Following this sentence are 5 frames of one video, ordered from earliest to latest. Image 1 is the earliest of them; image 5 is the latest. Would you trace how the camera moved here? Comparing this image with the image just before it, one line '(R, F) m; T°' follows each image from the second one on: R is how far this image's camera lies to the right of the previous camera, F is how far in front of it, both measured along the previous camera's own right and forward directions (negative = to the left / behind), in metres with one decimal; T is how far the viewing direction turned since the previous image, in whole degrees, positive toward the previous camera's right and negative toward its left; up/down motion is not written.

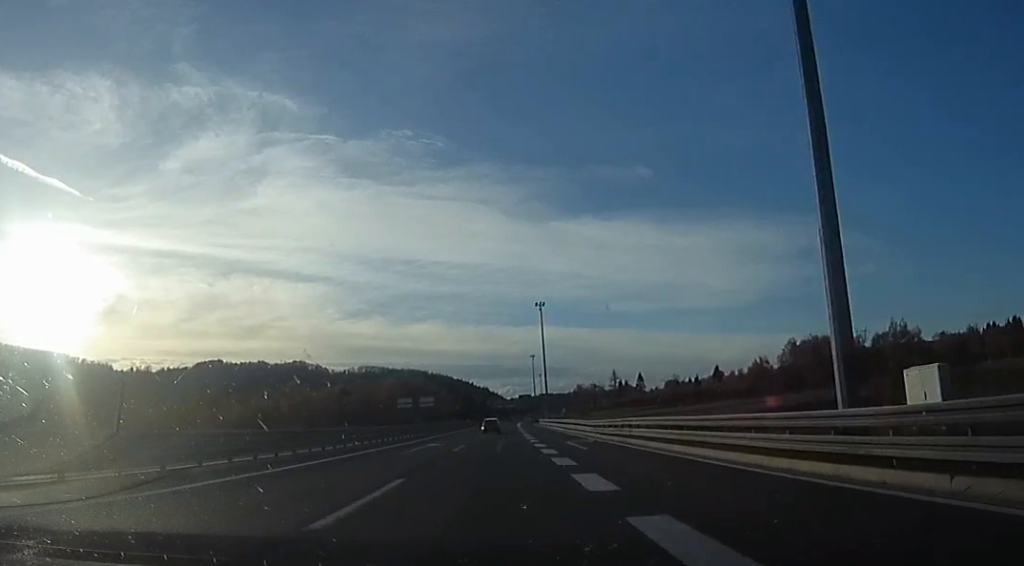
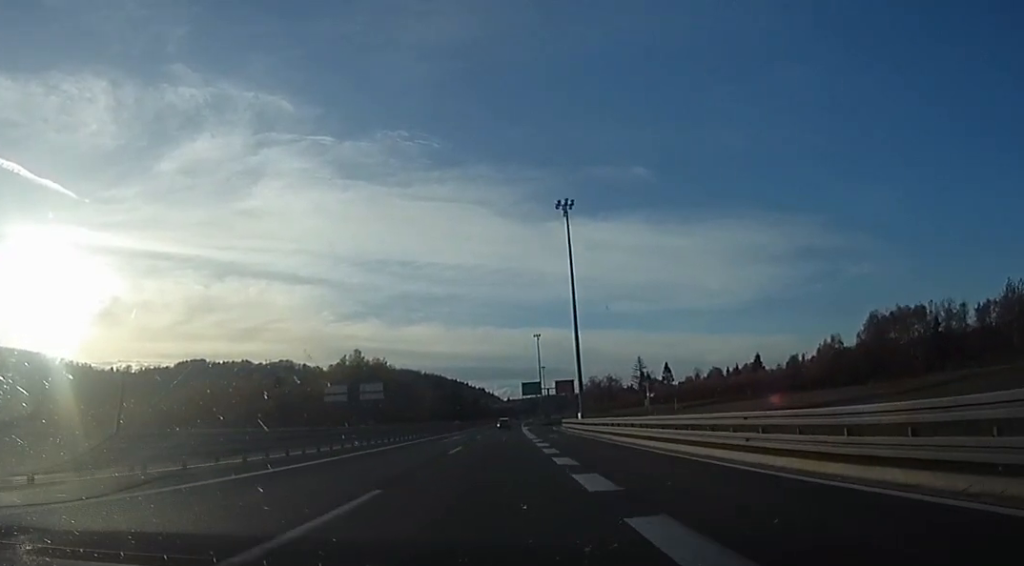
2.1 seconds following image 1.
(-1.2, +58.3) m; +2°
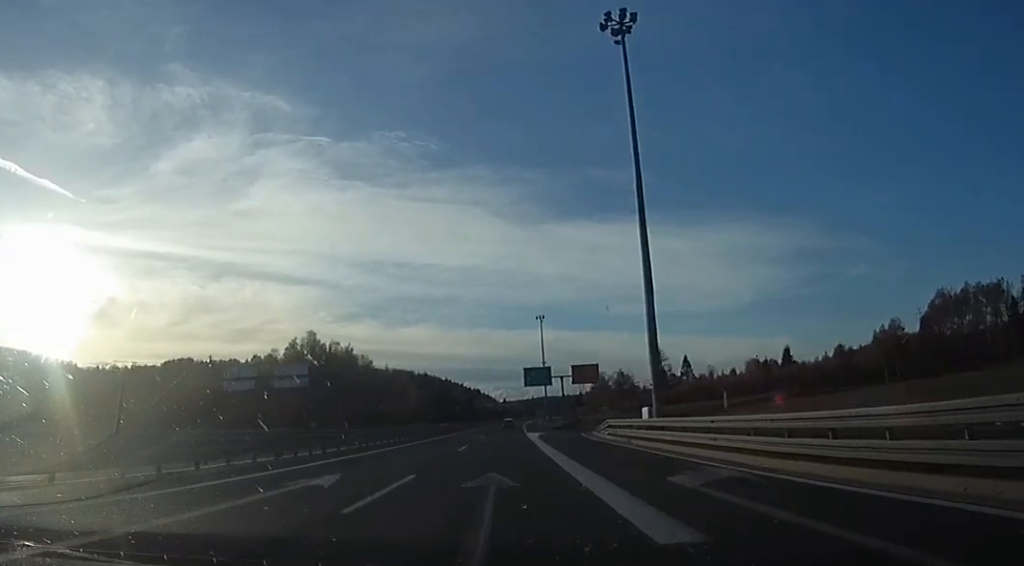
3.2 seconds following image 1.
(+2.0, +33.1) m; +2°
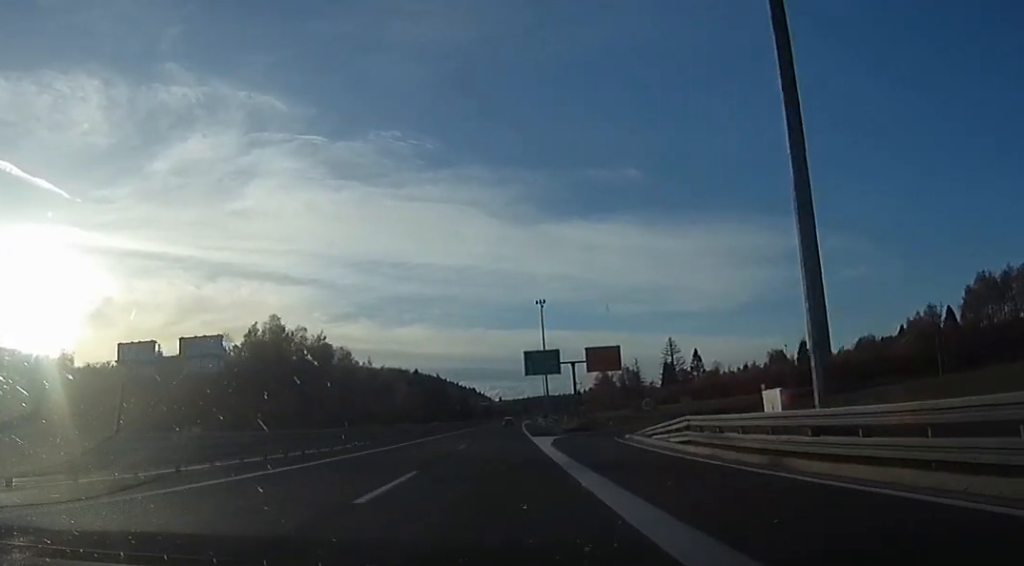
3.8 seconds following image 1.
(-0.2, +17.1) m; -1°
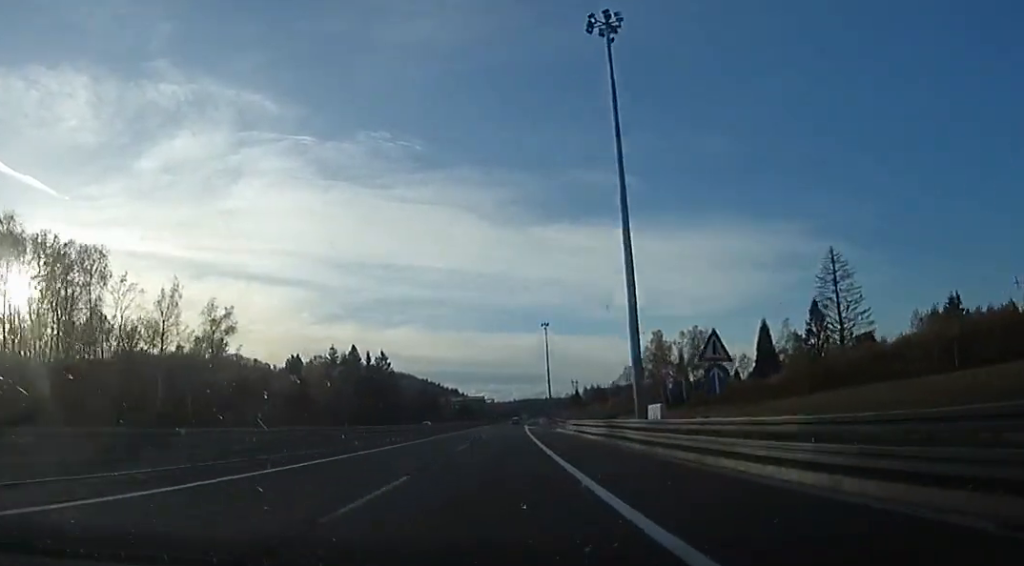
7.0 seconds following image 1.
(-3.0, +90.3) m; -1°
